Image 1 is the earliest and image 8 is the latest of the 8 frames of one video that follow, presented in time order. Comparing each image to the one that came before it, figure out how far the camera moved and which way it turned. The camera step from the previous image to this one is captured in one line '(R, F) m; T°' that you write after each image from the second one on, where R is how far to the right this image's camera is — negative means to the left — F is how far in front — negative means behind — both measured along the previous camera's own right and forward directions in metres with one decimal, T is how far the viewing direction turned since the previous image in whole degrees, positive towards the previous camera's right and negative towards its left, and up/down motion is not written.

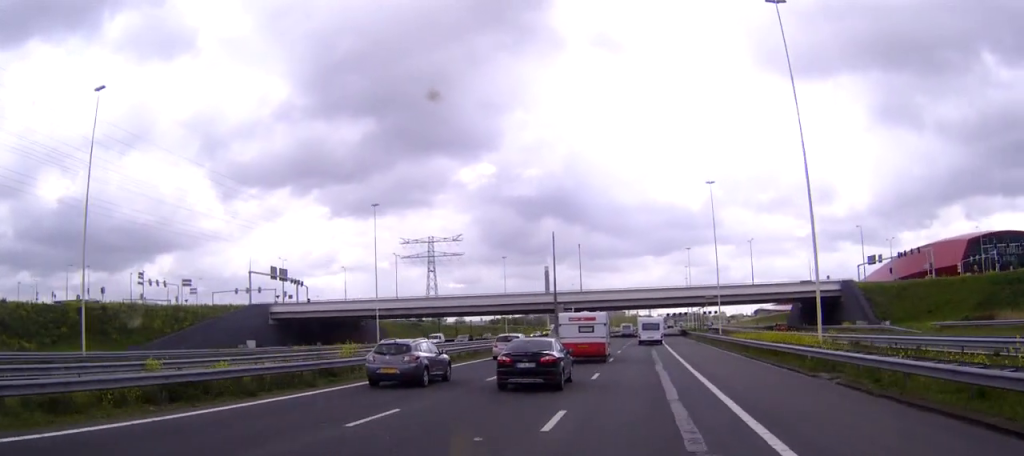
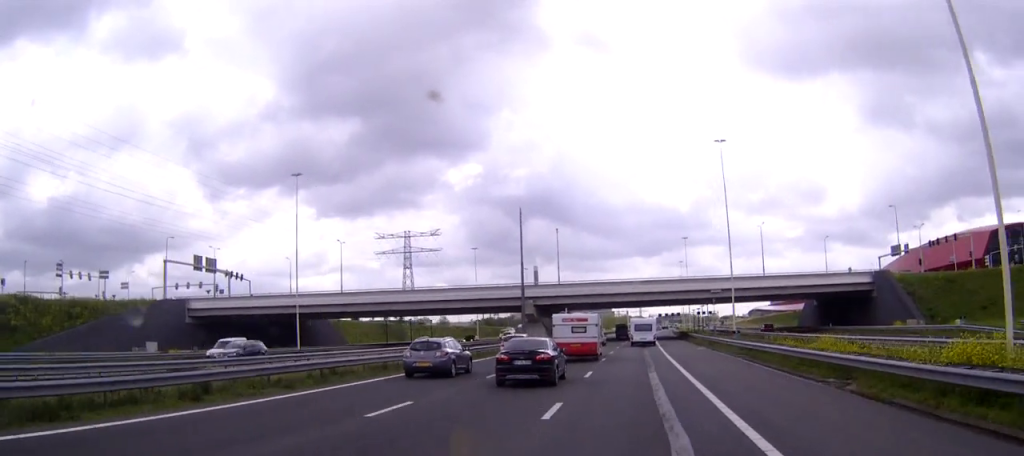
(+0.1, +22.5) m; 0°
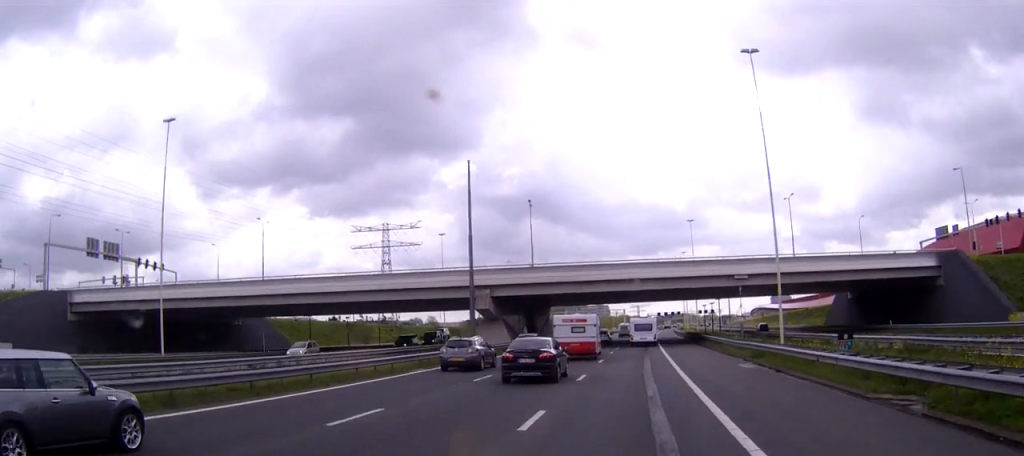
(+0.1, +25.7) m; 0°
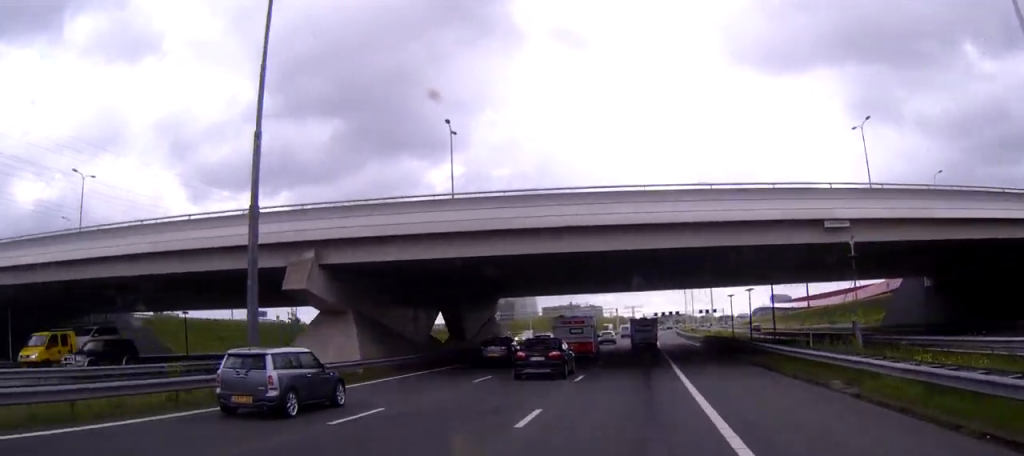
(+0.2, +35.7) m; 0°
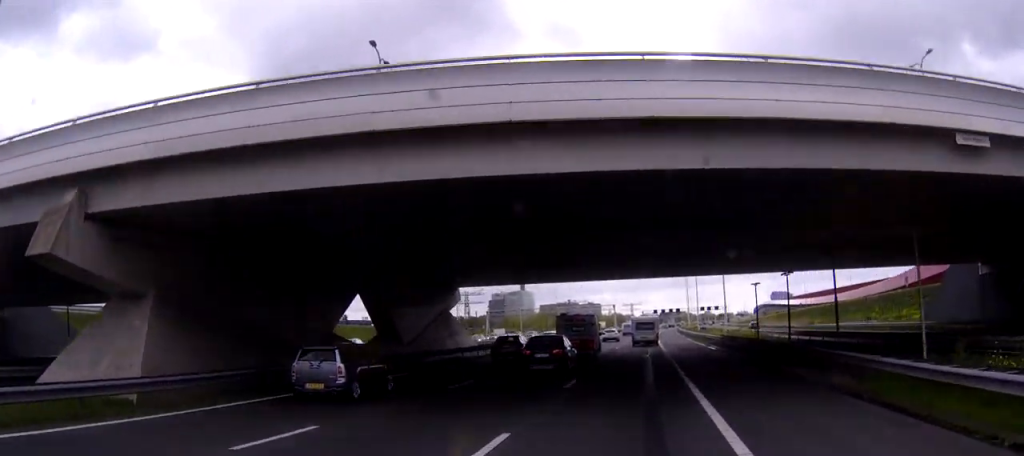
(0.0, +15.5) m; 0°
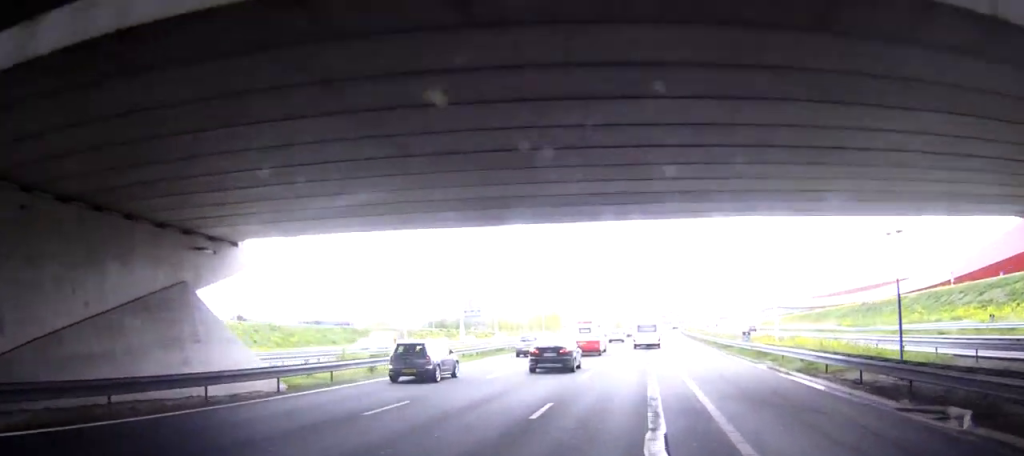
(-0.6, +31.1) m; -1°
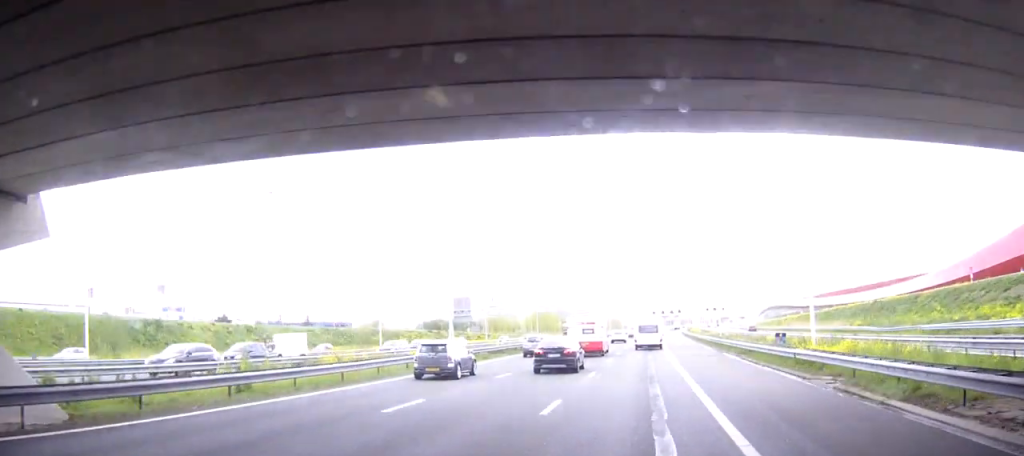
(-0.3, +10.9) m; +1°
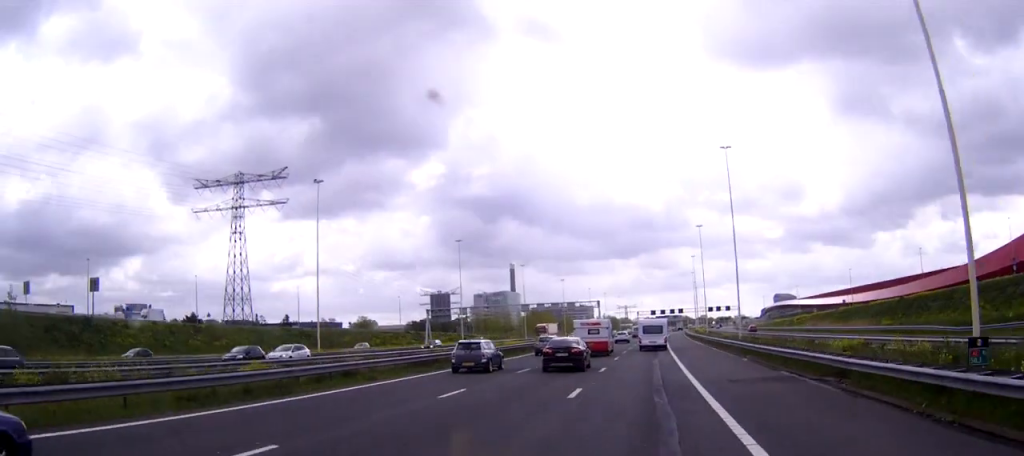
(+0.7, +20.2) m; +2°
